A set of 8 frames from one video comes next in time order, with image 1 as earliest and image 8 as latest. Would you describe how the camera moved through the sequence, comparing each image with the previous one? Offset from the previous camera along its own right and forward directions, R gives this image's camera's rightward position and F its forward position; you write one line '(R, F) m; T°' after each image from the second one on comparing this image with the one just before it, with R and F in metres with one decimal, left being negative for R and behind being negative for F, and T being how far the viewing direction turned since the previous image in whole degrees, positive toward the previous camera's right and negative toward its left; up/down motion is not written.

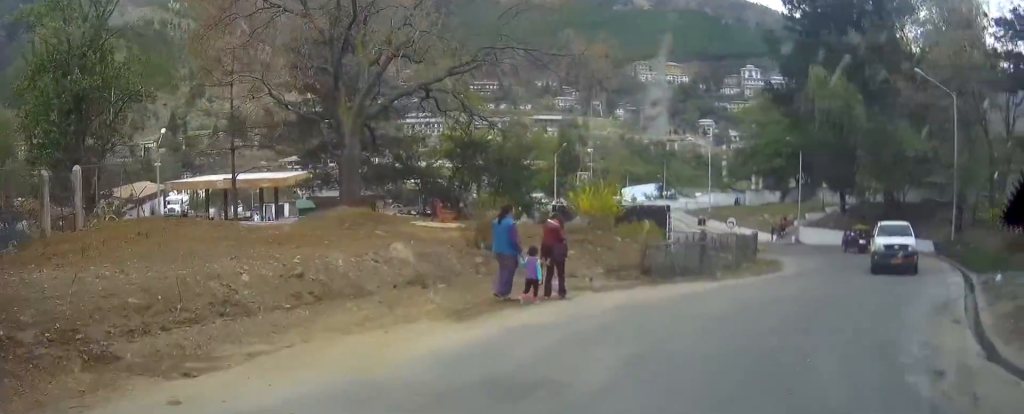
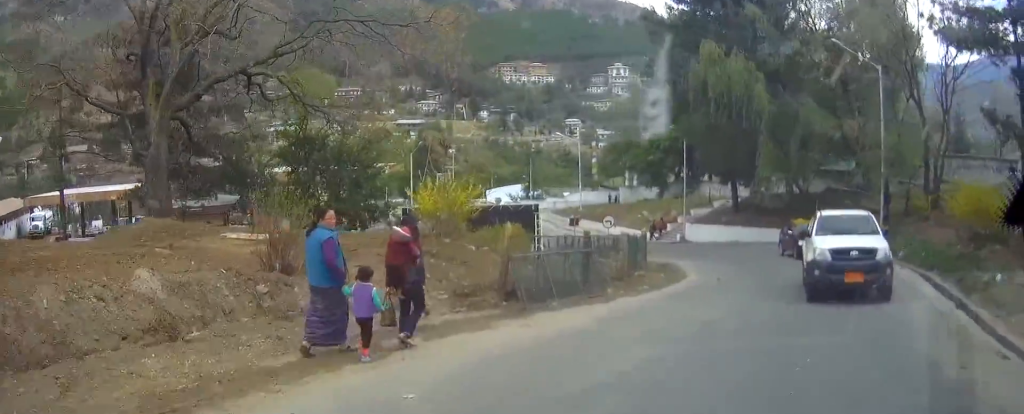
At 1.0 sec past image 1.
(0.0, +5.1) m; 0°
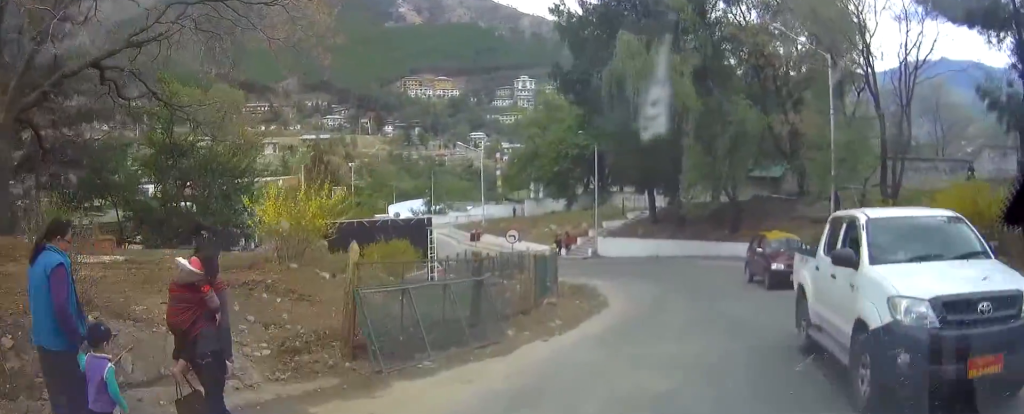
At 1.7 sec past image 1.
(0.0, +4.1) m; 0°
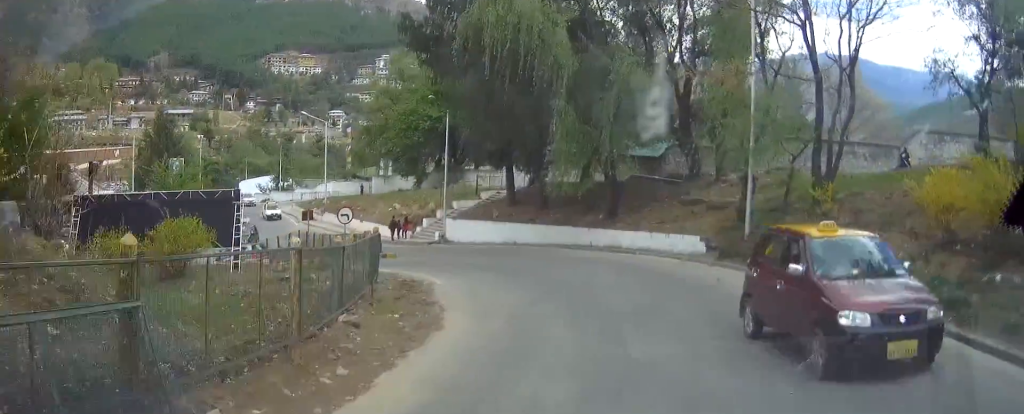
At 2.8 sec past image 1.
(0.0, +6.2) m; 0°
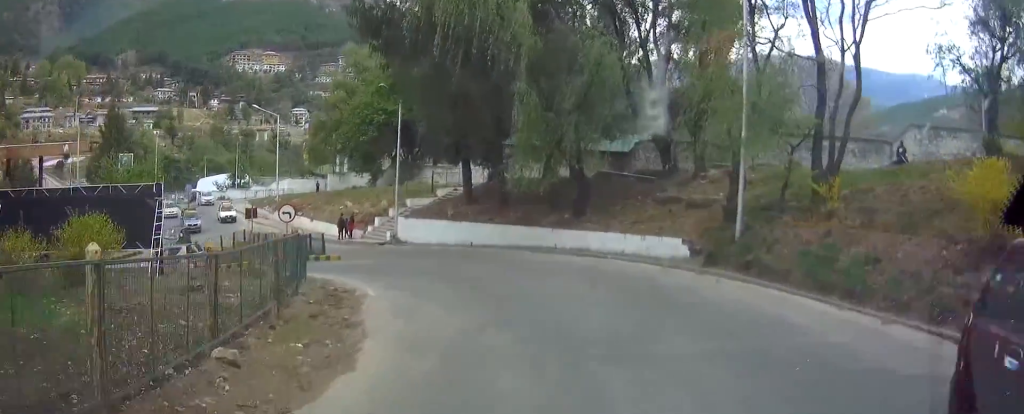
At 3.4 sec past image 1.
(0.0, +3.1) m; 0°
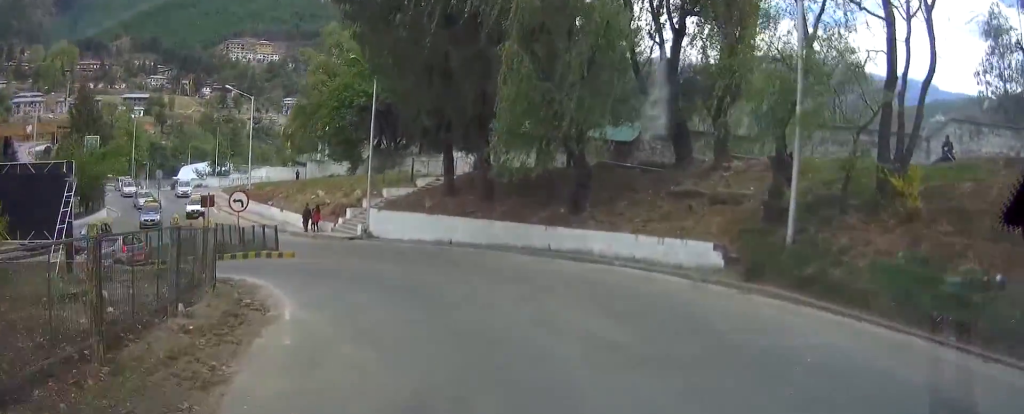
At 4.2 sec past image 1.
(0.0, +4.8) m; 0°
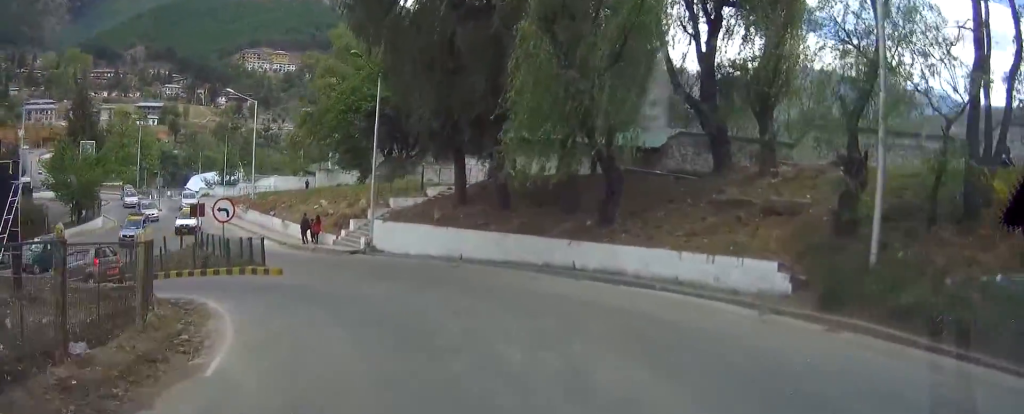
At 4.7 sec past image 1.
(0.0, +3.5) m; 0°
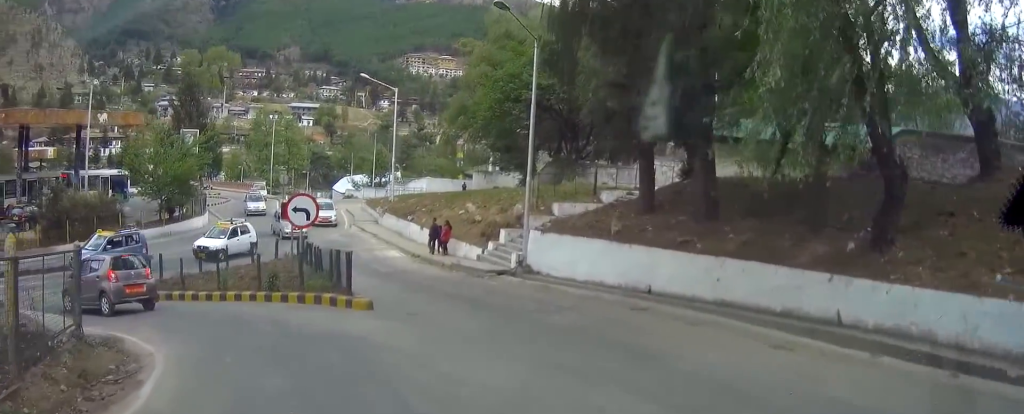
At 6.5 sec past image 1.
(0.0, +9.8) m; -3°
